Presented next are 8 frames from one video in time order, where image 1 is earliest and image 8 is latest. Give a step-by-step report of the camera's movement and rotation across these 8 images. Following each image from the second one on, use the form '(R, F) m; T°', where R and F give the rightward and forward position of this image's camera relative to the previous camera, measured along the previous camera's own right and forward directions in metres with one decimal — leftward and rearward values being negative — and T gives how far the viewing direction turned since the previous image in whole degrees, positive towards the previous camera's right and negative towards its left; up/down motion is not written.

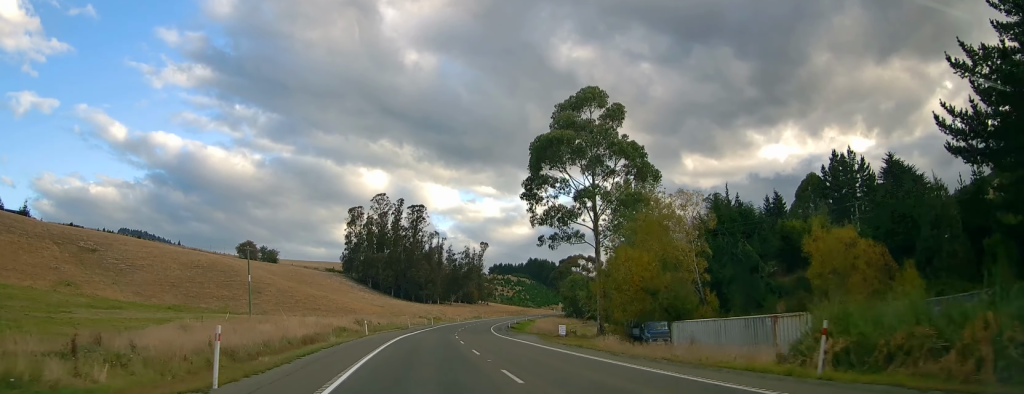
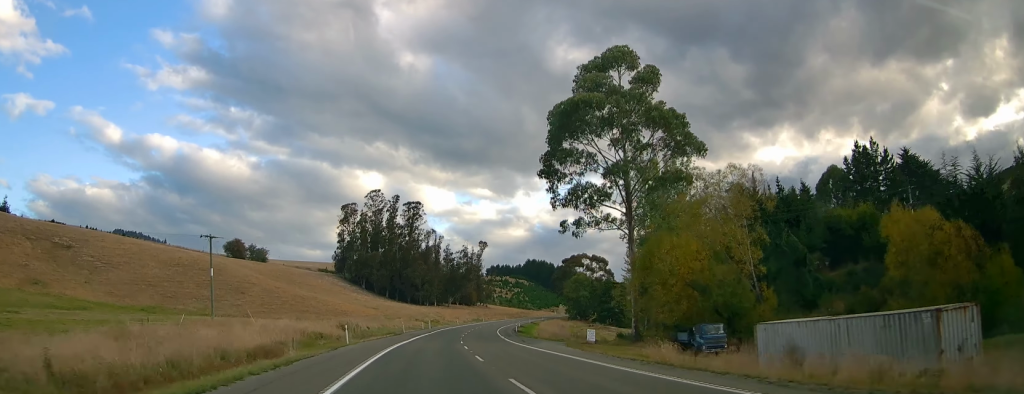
(0.0, +11.4) m; +1°
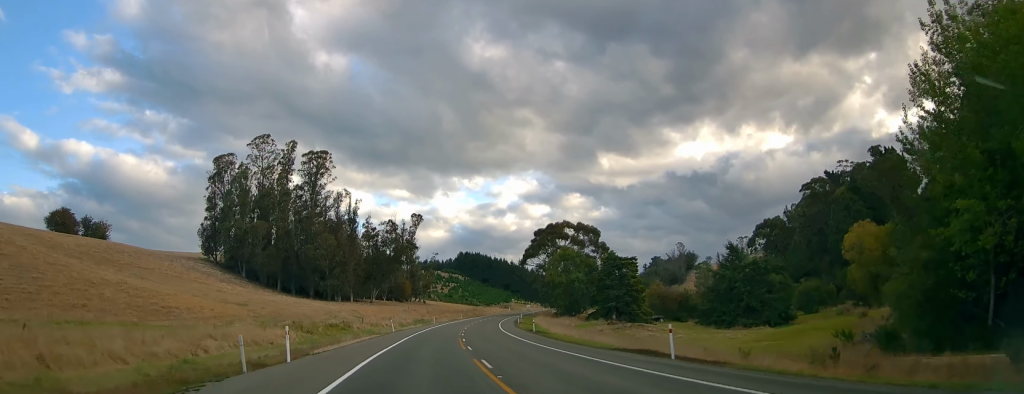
(+4.3, +74.2) m; +5°
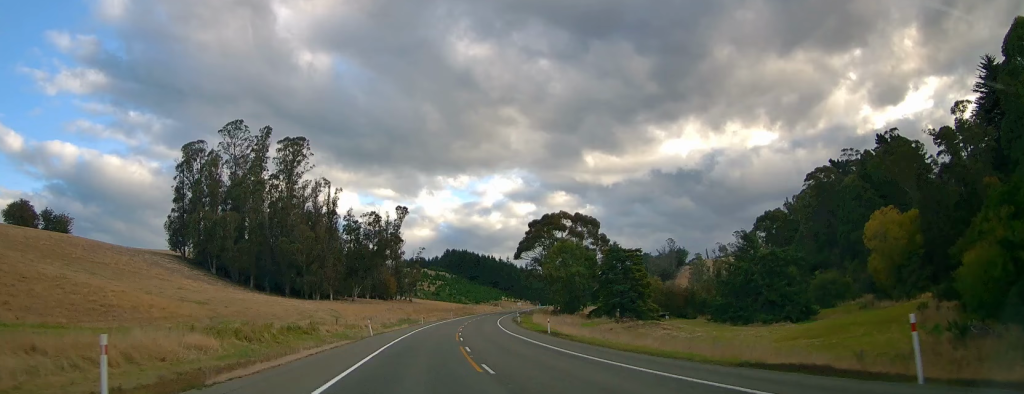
(-0.1, +12.2) m; +1°
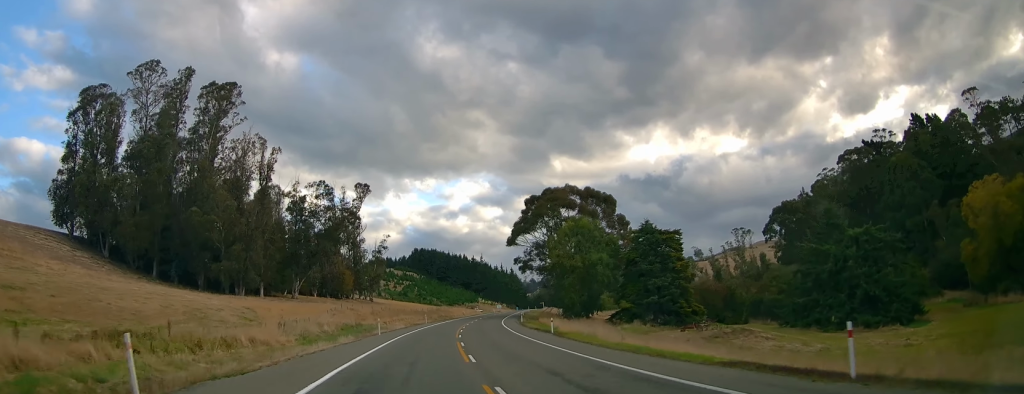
(+1.6, +35.9) m; +7°
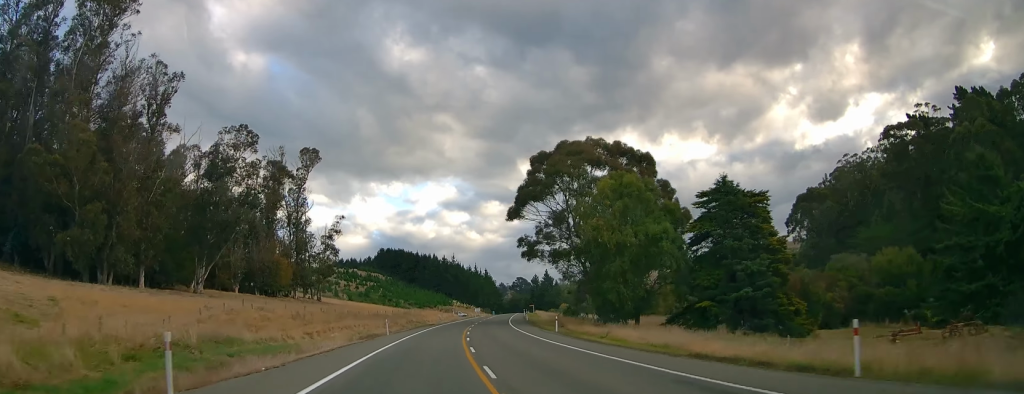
(+1.6, +35.0) m; +3°
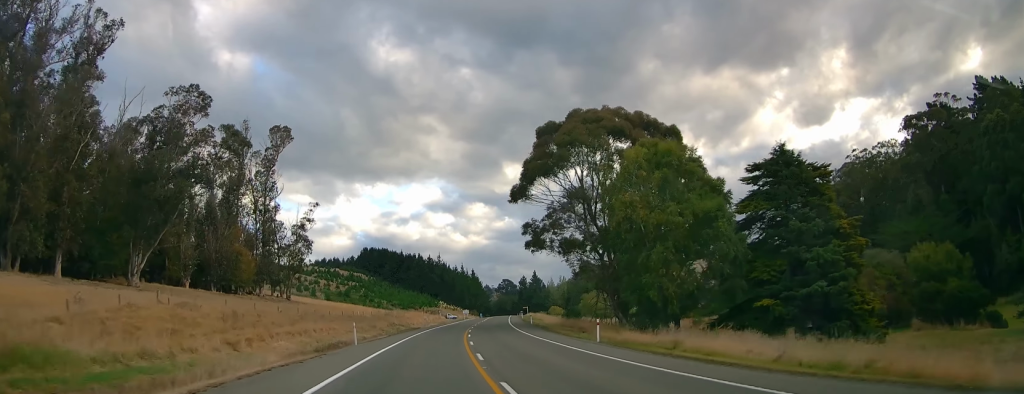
(-0.1, +13.9) m; 0°
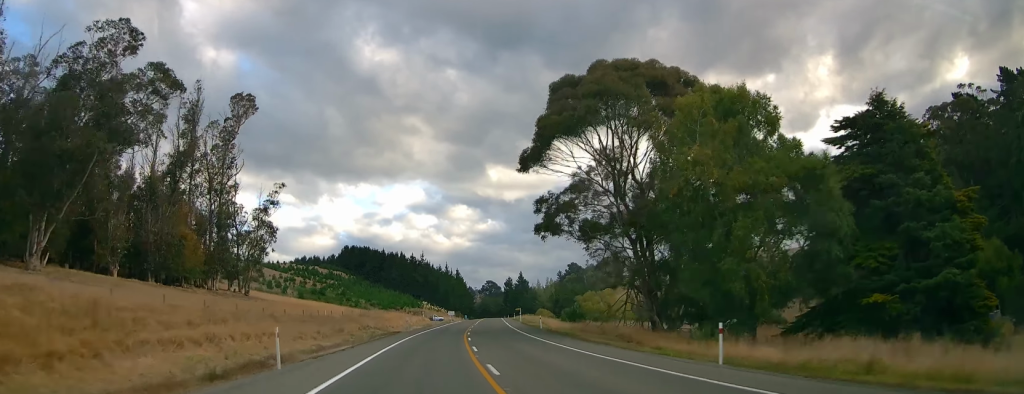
(+0.2, +14.6) m; +1°
